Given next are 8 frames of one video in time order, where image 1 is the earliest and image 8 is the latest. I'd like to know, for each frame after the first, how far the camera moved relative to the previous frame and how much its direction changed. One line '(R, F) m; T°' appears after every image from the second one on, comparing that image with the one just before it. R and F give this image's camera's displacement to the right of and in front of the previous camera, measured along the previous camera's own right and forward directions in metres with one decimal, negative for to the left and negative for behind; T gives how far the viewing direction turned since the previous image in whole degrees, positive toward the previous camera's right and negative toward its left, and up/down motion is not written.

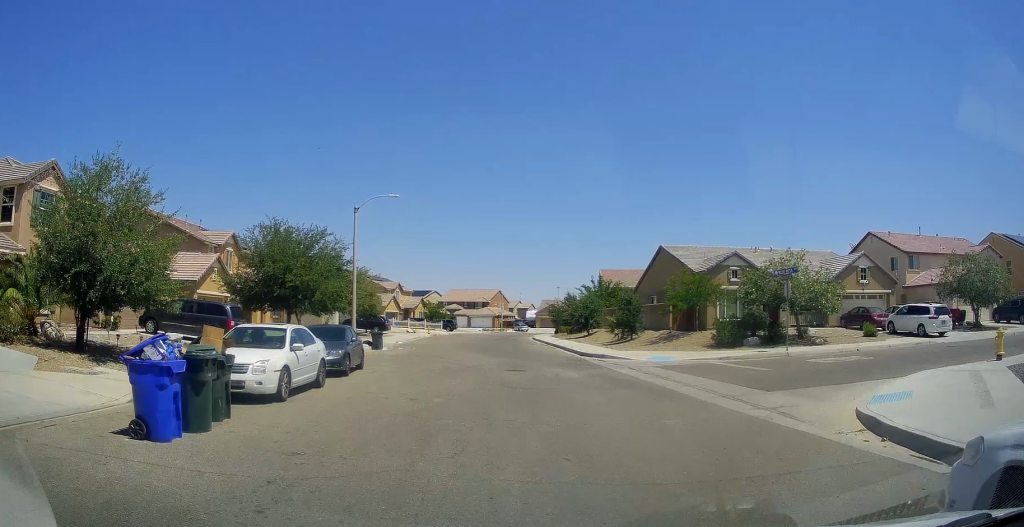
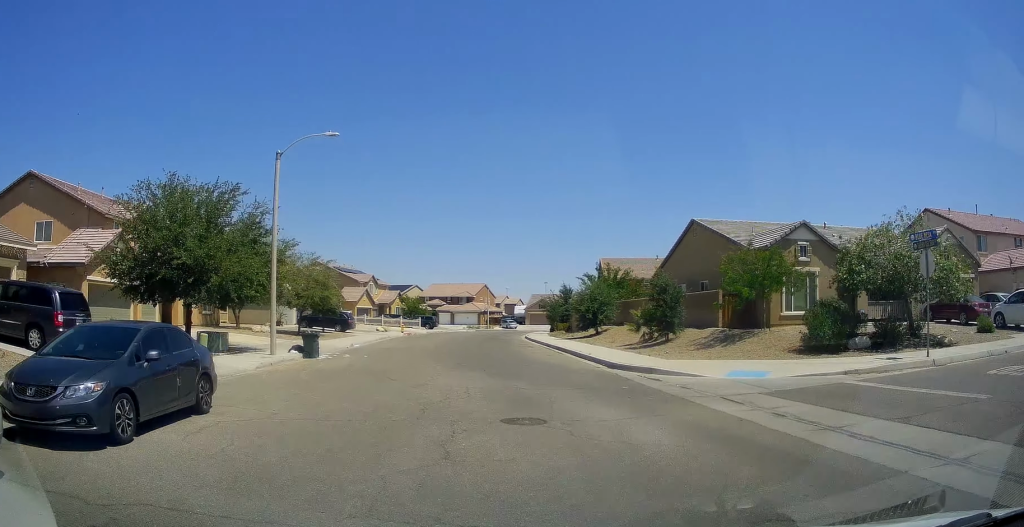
(+0.2, +9.2) m; +2°
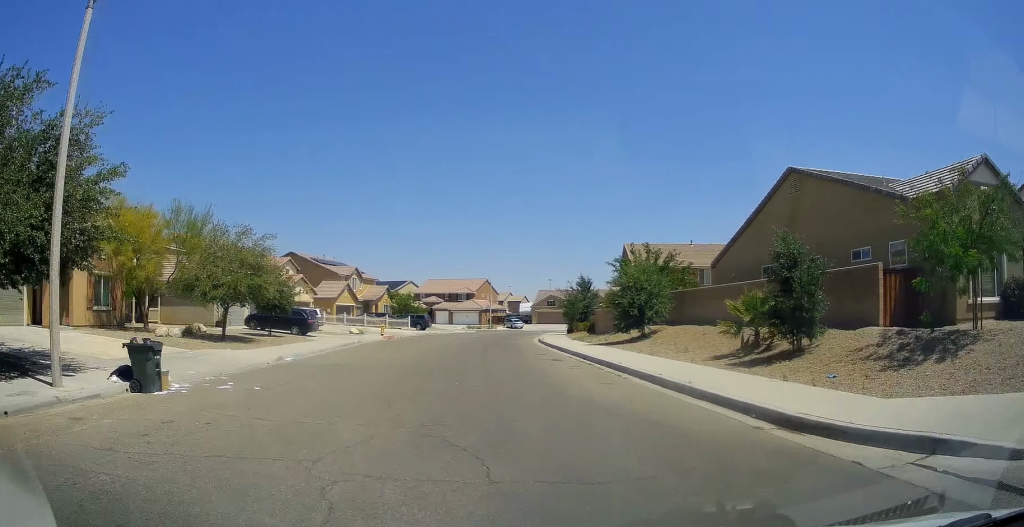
(+0.4, +10.9) m; 0°
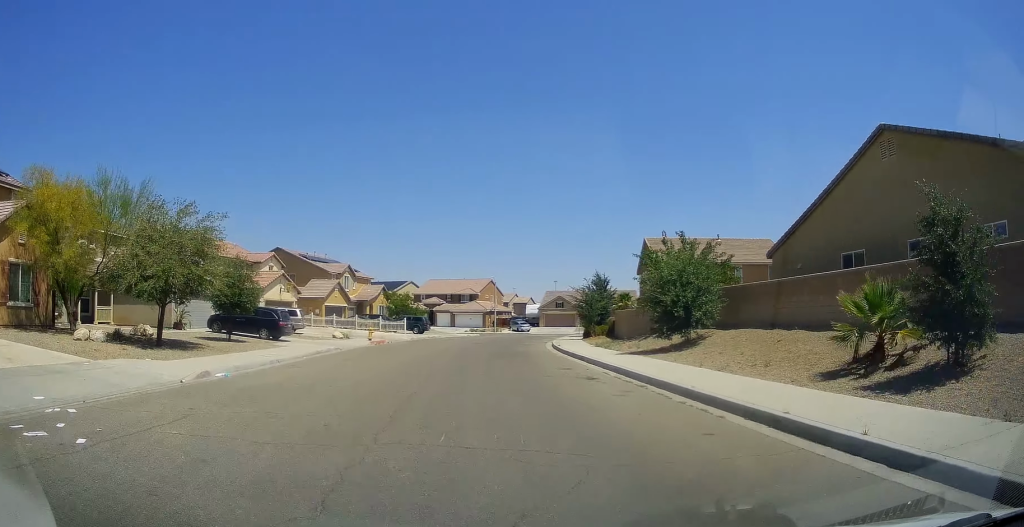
(-0.3, +5.8) m; +1°
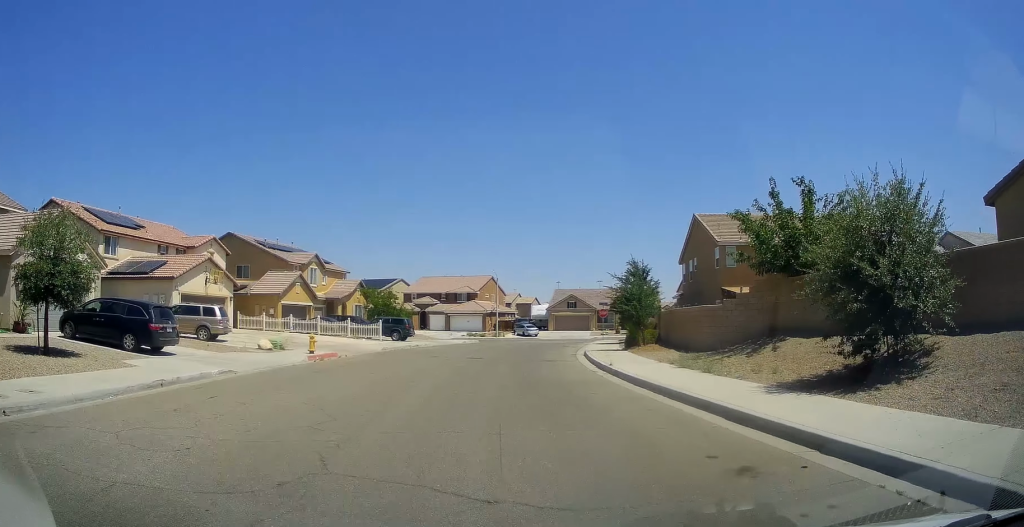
(+0.1, +12.4) m; +2°
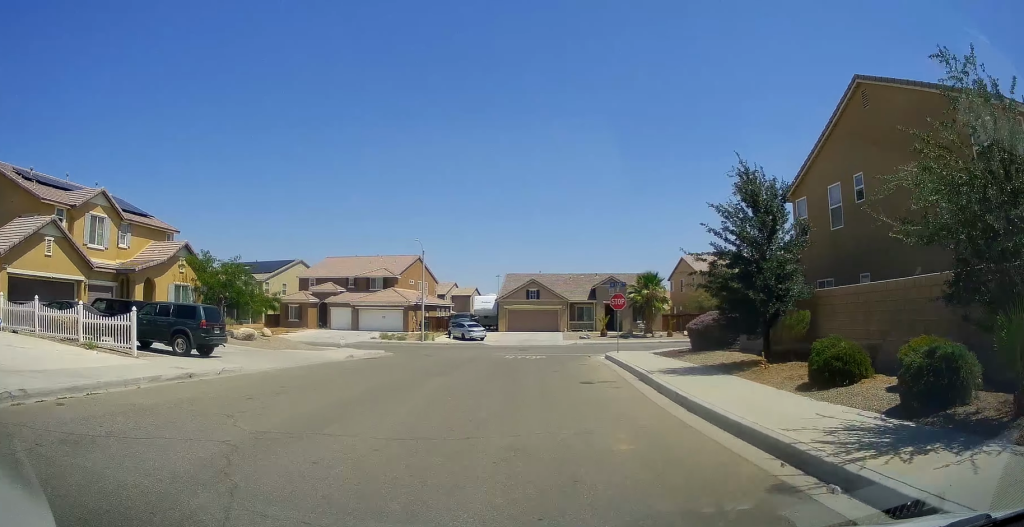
(+0.7, +22.6) m; +1°
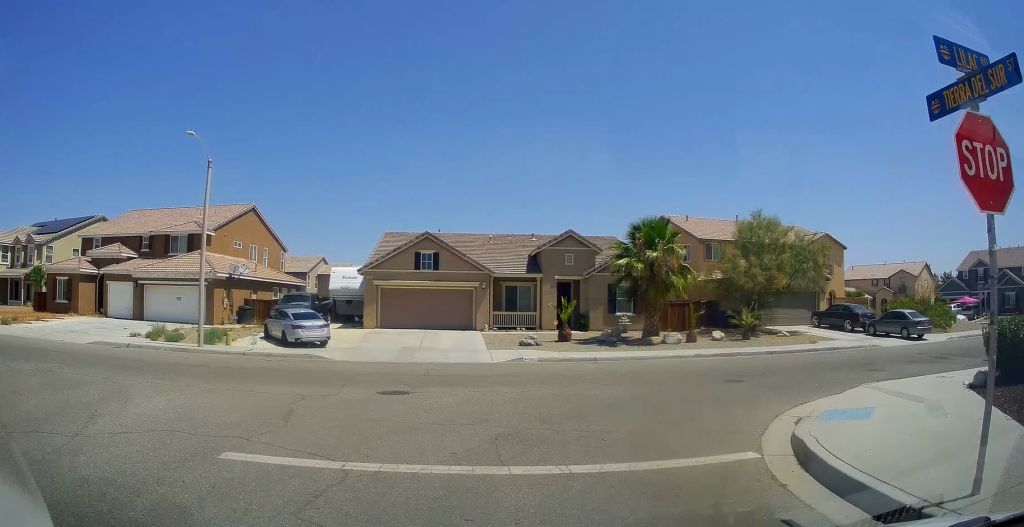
(+0.3, +26.5) m; +4°
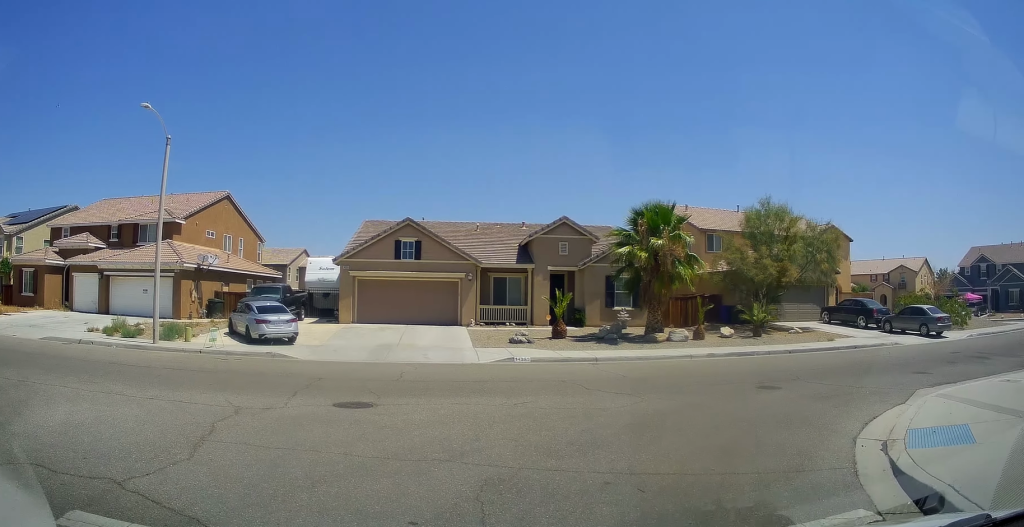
(+0.3, +6.8) m; +4°
